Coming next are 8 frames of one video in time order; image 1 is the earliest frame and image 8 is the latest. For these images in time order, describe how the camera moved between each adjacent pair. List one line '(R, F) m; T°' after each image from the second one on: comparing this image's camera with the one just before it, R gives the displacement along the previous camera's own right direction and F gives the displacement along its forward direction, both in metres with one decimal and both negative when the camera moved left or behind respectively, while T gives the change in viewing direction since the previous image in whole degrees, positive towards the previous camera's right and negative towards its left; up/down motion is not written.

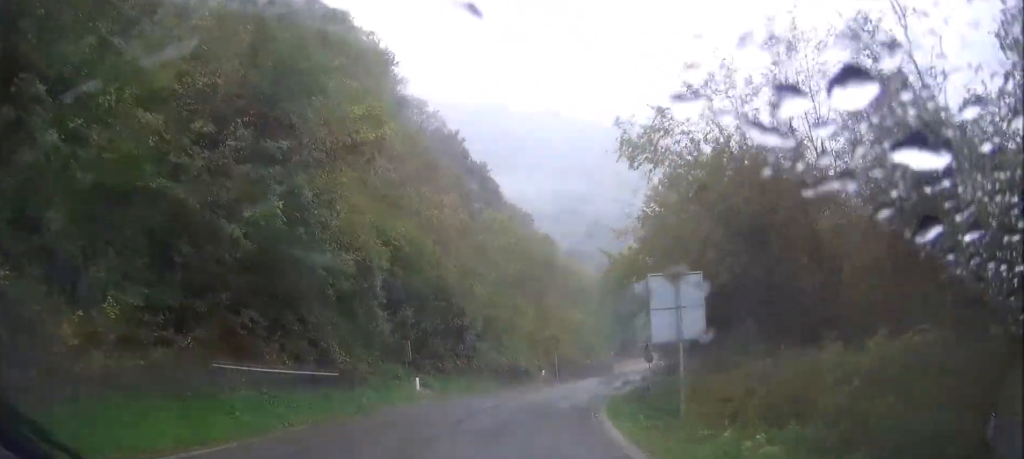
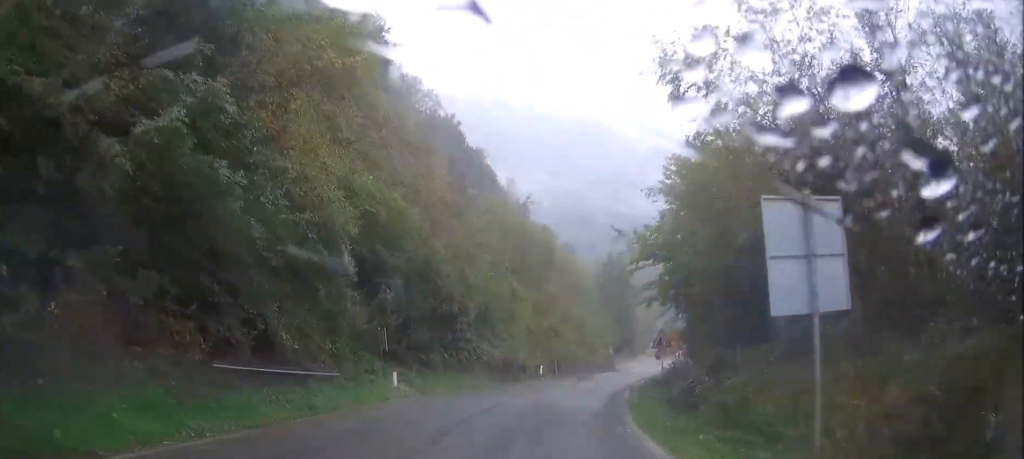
(0.0, +4.6) m; +1°
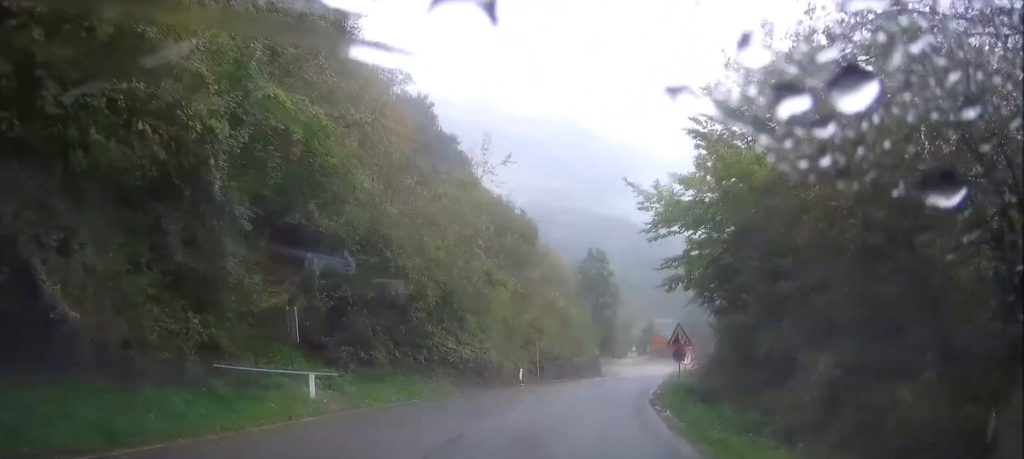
(+0.2, +7.8) m; +4°
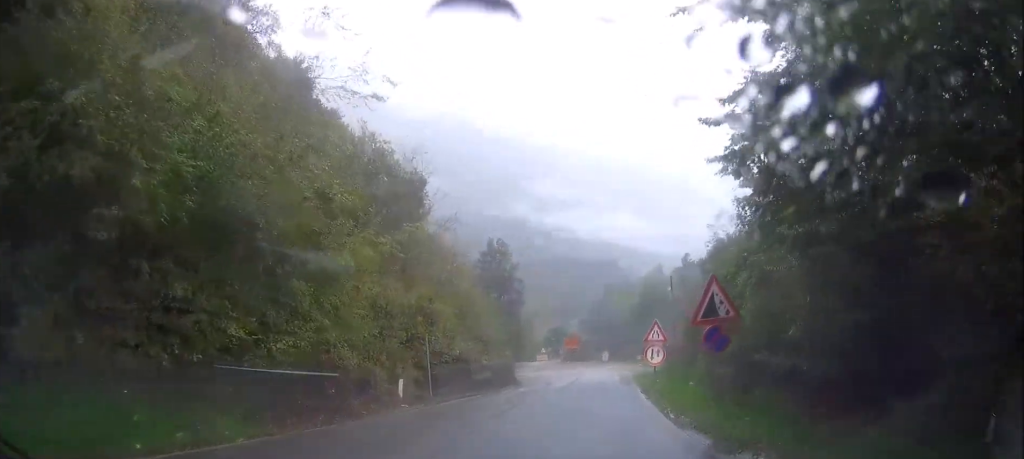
(+1.1, +13.2) m; +9°
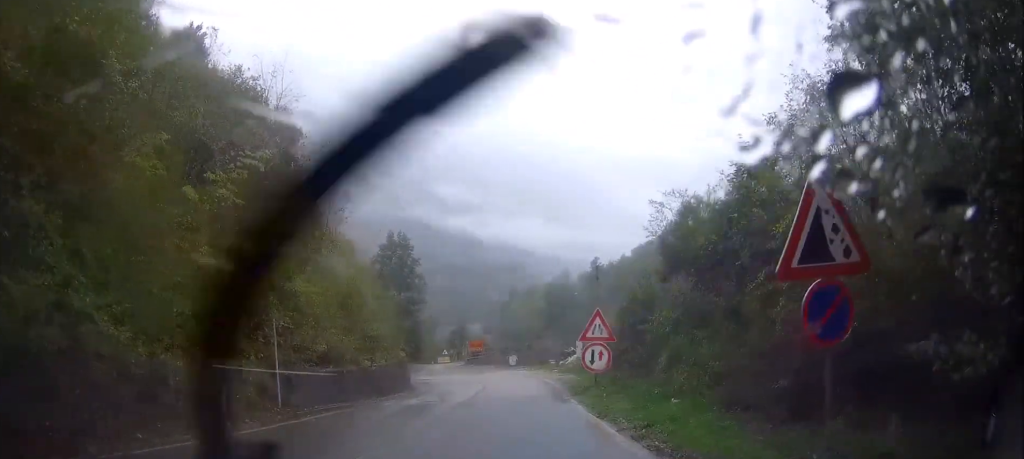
(+0.3, +6.9) m; +4°
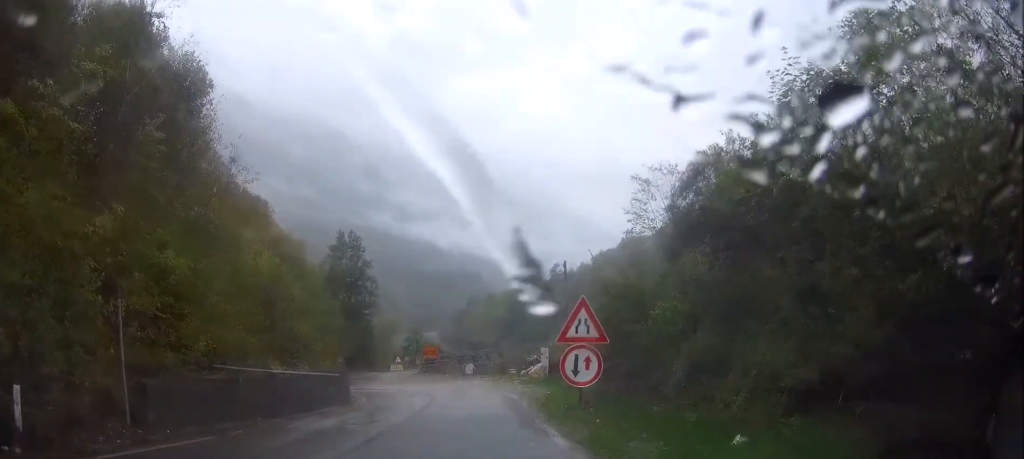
(+0.1, +5.2) m; +2°
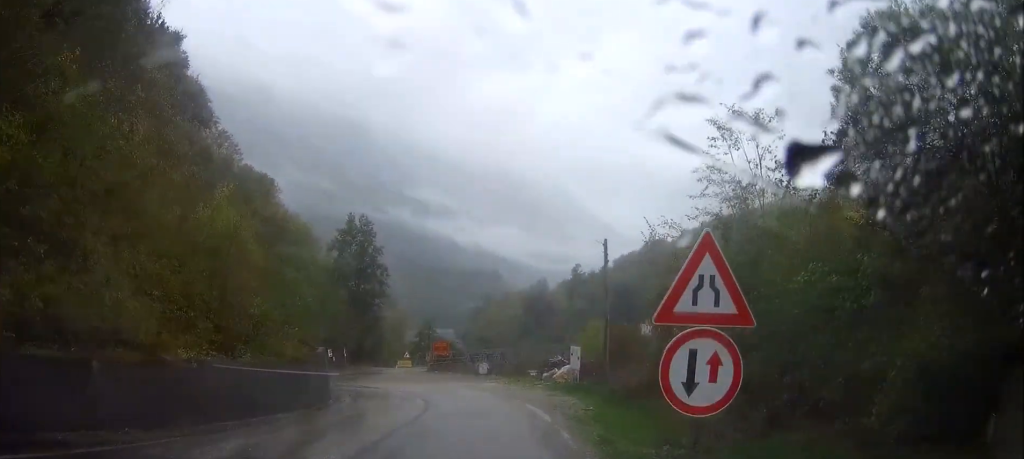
(-0.1, +7.0) m; -2°
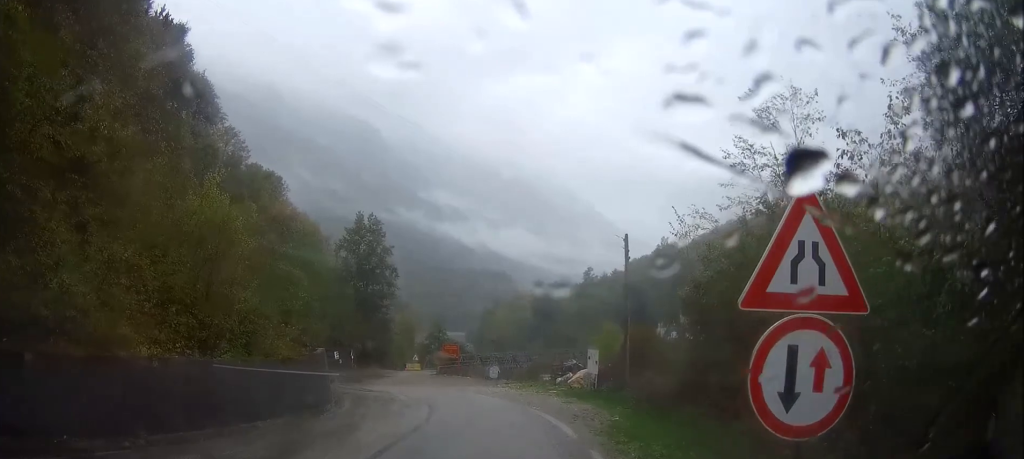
(0.0, +2.1) m; -1°
